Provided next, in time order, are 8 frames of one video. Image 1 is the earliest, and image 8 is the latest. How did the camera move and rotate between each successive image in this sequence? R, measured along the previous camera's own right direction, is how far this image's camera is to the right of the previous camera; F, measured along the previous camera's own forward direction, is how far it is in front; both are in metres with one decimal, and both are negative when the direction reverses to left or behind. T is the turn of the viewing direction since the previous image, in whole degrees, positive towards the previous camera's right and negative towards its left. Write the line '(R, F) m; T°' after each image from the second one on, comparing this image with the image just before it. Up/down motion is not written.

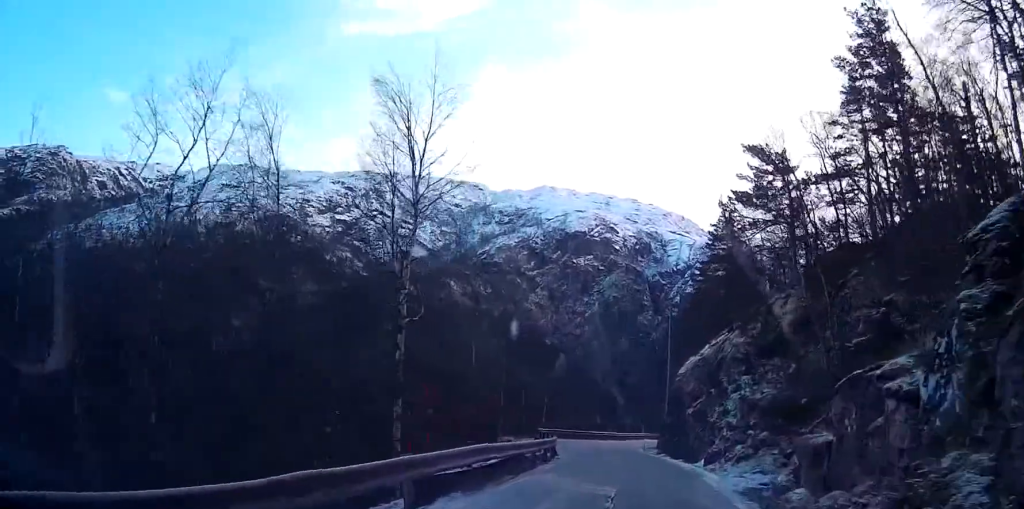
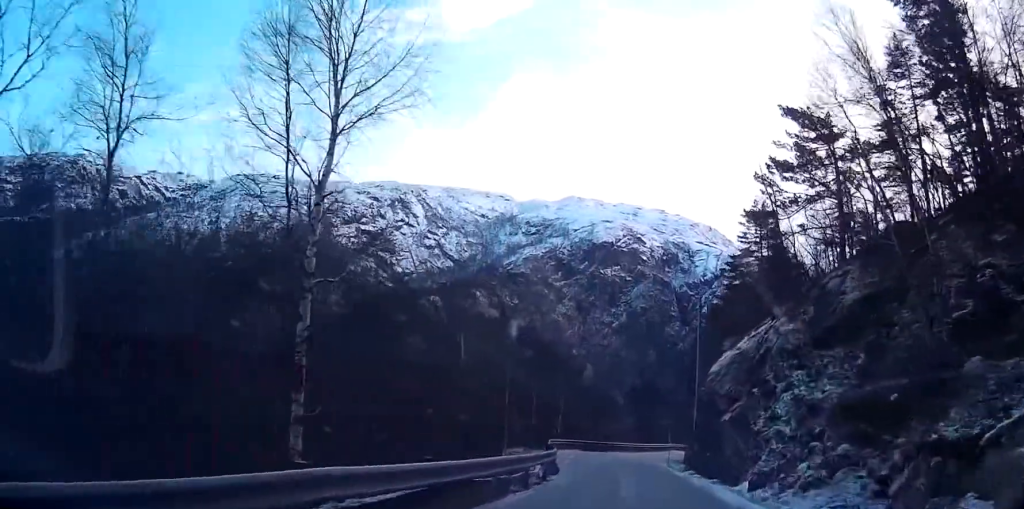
(0.0, +8.1) m; +1°
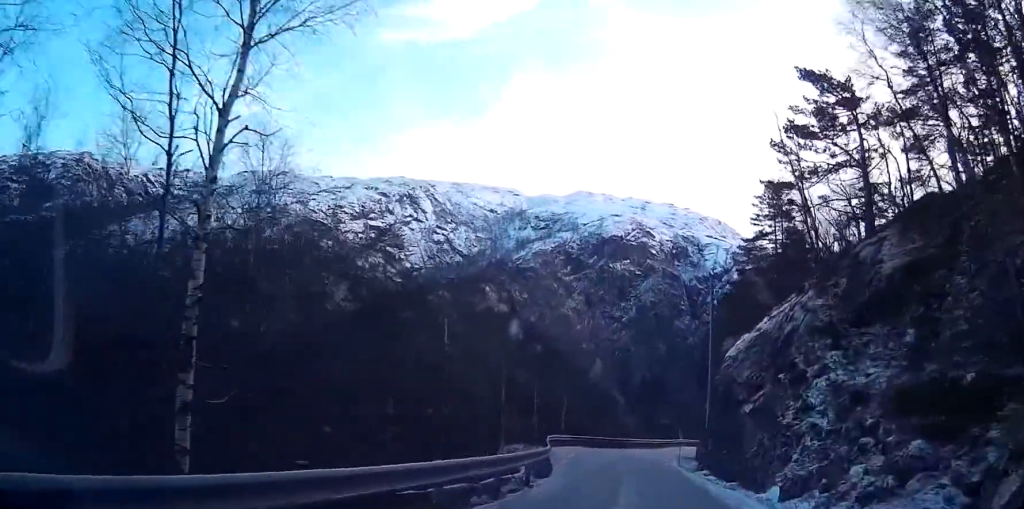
(0.0, +4.4) m; 0°
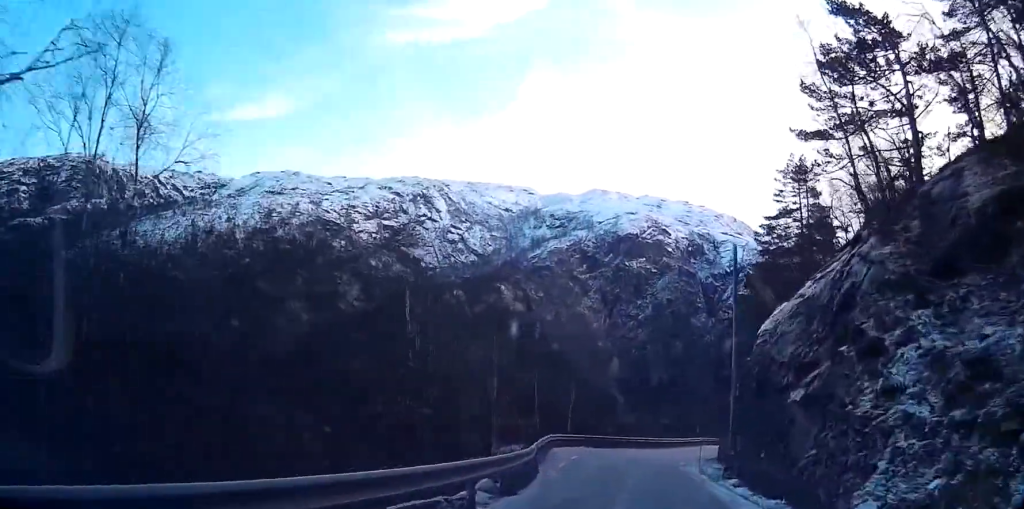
(+0.2, +7.2) m; -2°
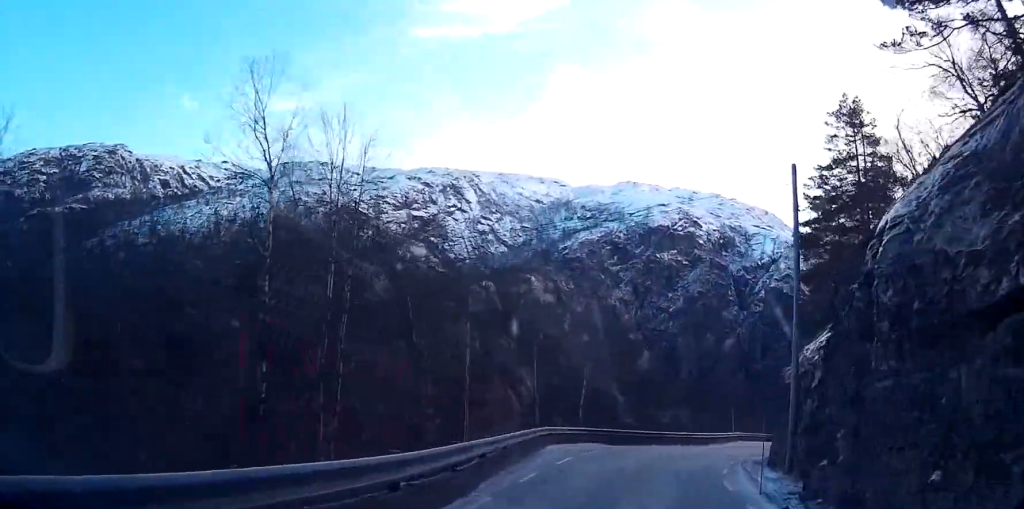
(-0.6, +12.2) m; -4°
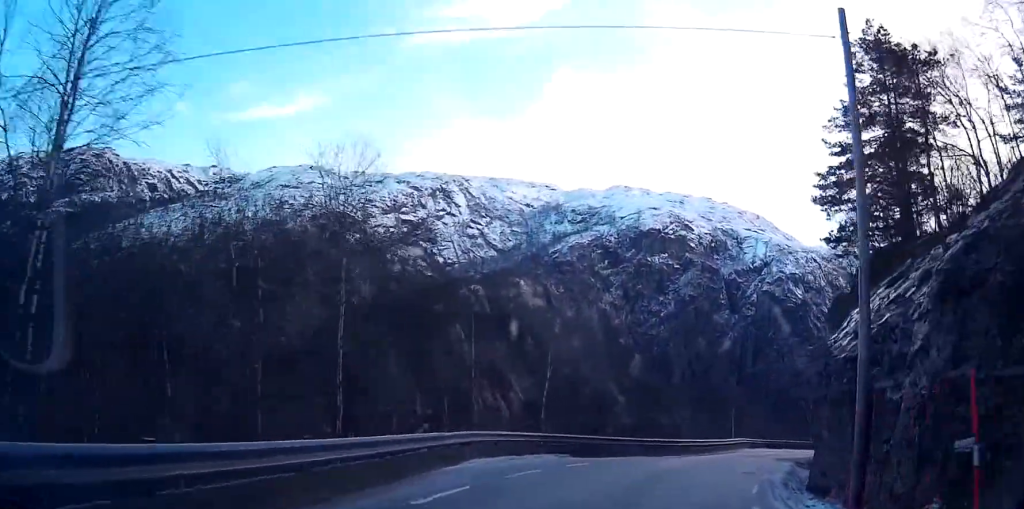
(-0.1, +12.4) m; 0°
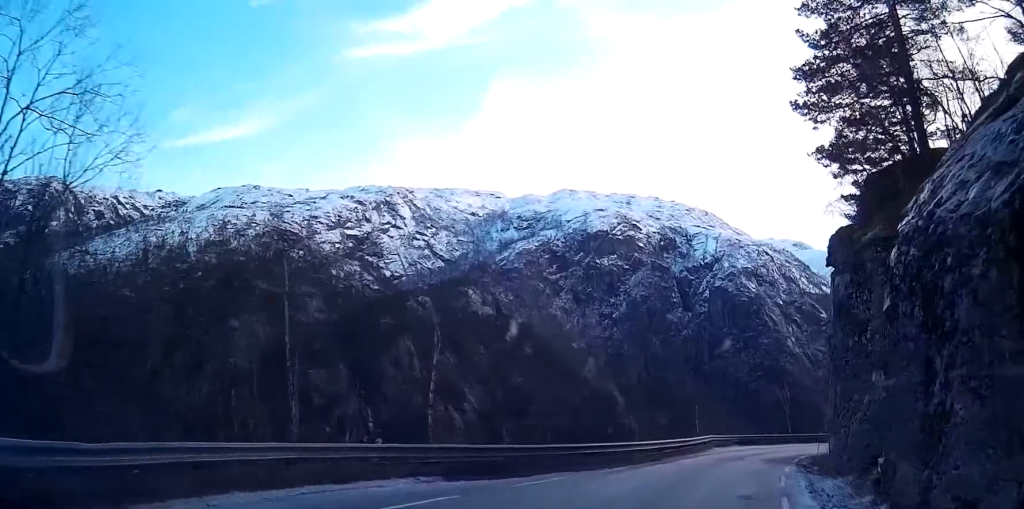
(+0.2, +13.4) m; +2°
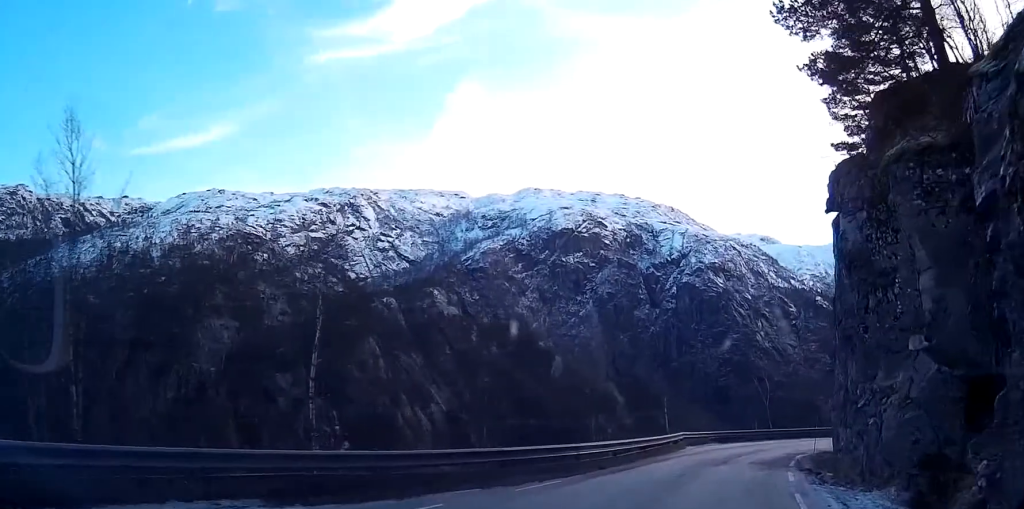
(+0.1, +7.8) m; +1°
